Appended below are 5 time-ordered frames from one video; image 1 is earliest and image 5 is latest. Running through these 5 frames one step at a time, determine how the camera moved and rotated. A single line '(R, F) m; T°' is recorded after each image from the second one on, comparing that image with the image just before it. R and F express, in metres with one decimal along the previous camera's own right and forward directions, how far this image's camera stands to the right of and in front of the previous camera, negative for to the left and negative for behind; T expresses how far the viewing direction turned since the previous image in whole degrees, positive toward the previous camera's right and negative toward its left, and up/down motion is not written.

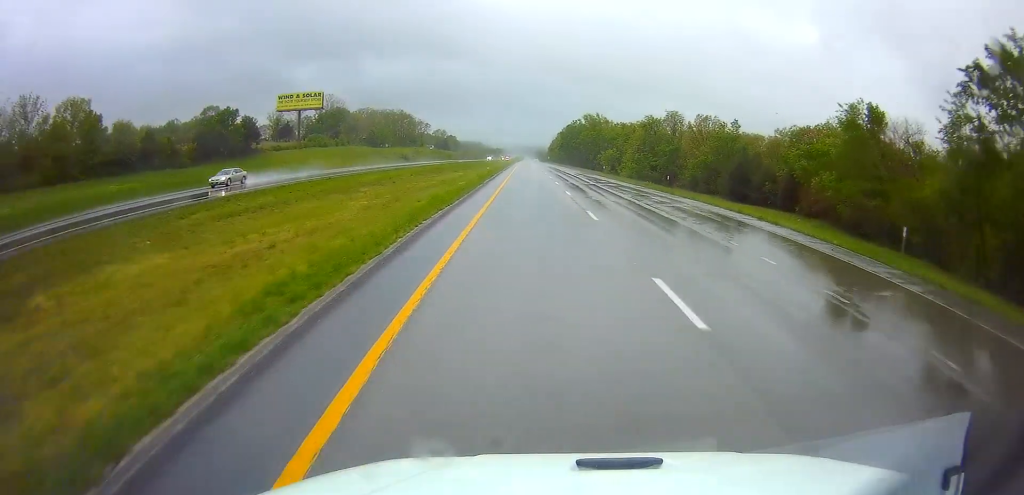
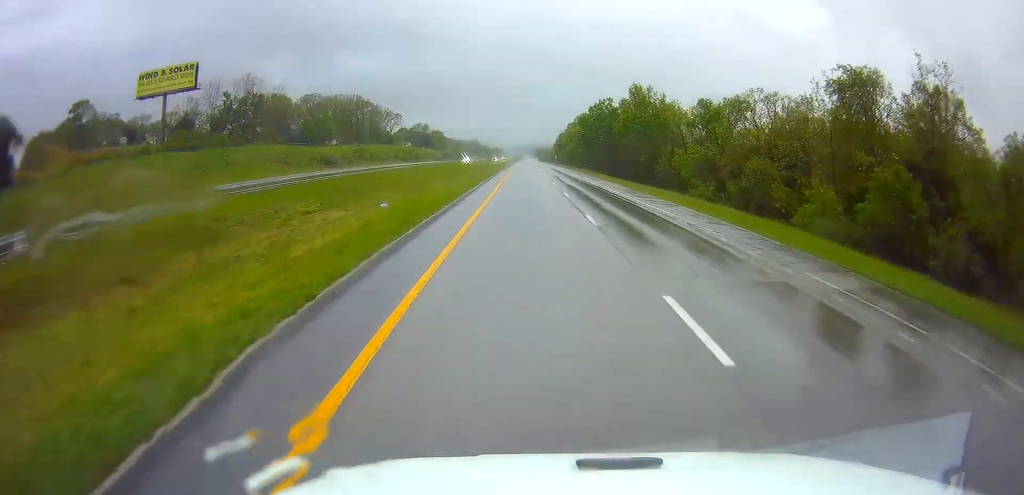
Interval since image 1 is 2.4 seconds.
(-0.3, +75.0) m; 0°
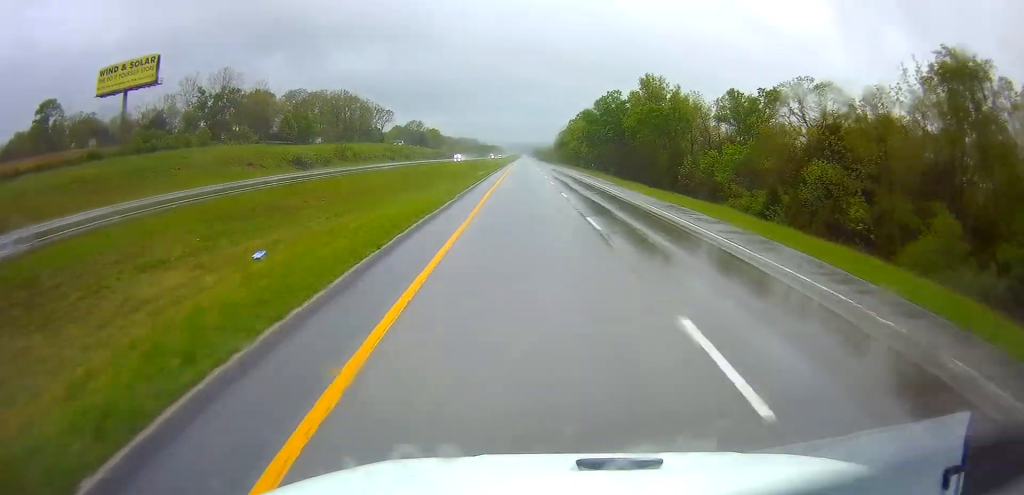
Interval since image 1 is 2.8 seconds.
(+0.1, +13.5) m; 0°
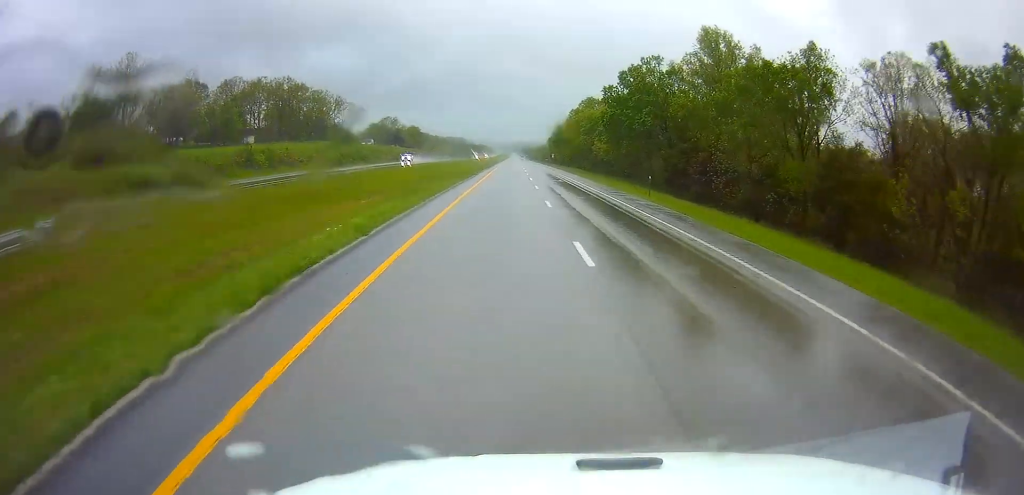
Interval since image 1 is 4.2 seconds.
(+0.4, +42.7) m; 0°
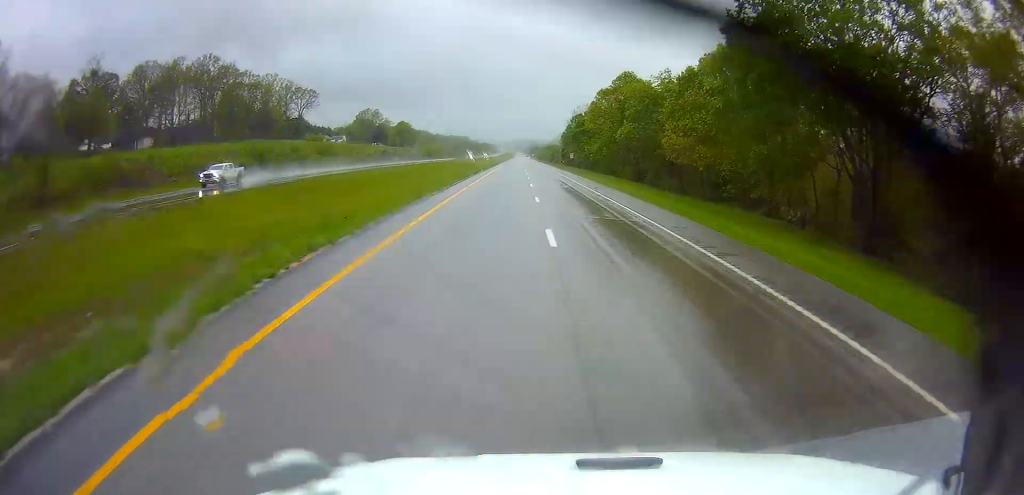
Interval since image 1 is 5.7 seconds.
(-0.4, +47.0) m; 0°
